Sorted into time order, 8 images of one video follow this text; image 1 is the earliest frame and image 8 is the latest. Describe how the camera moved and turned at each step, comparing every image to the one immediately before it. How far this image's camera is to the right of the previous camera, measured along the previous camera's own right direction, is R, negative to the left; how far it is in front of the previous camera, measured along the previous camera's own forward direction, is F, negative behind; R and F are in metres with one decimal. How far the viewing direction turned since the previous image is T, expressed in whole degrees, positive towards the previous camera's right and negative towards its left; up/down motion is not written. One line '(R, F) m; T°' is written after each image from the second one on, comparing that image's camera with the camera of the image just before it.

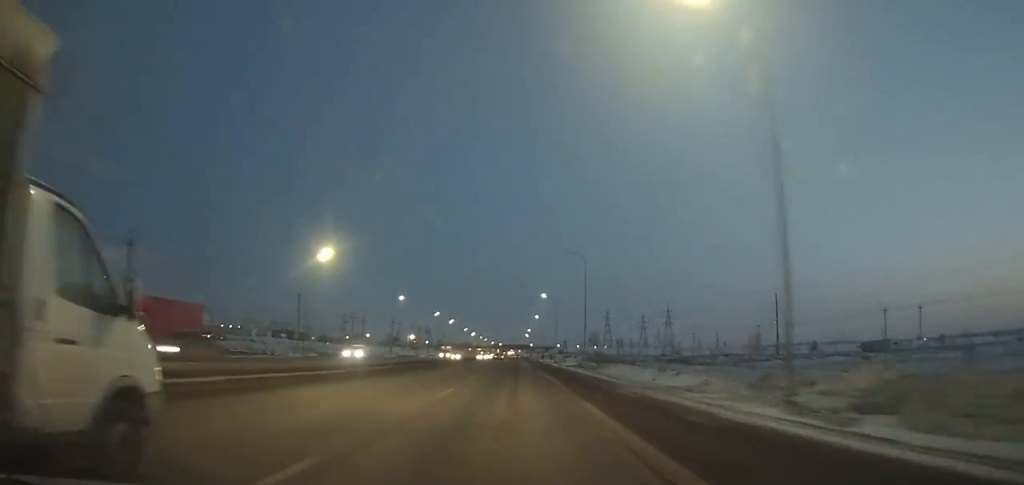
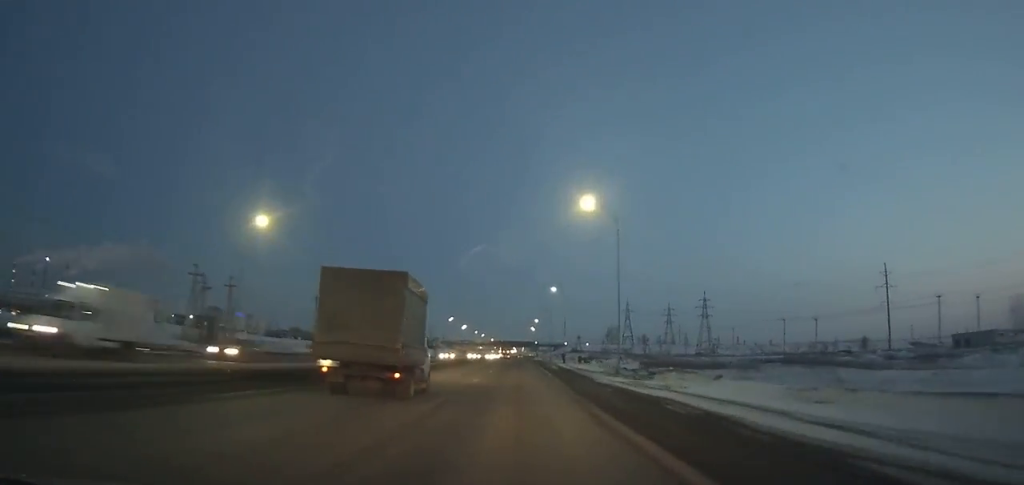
(-0.1, +64.1) m; 0°
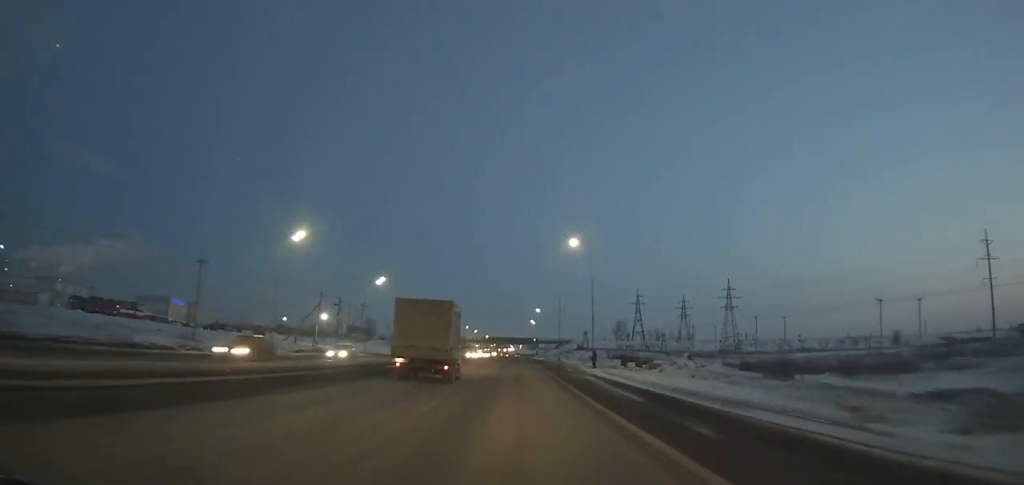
(+0.2, +36.2) m; 0°
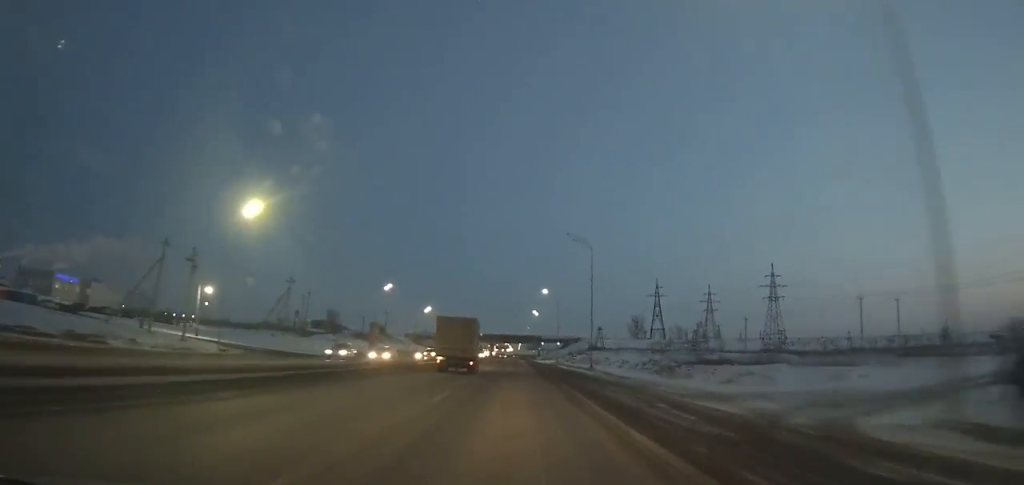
(0.0, +44.5) m; 0°
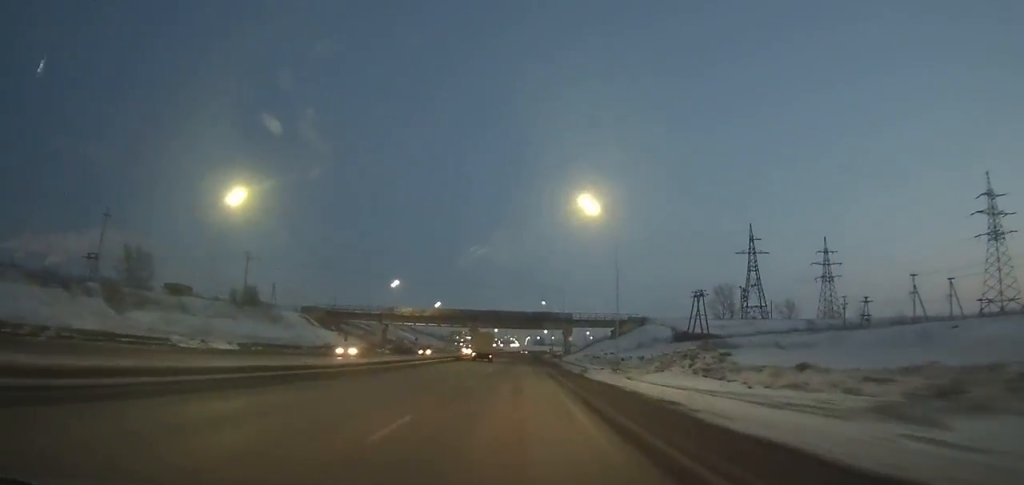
(-1.0, +102.8) m; -1°
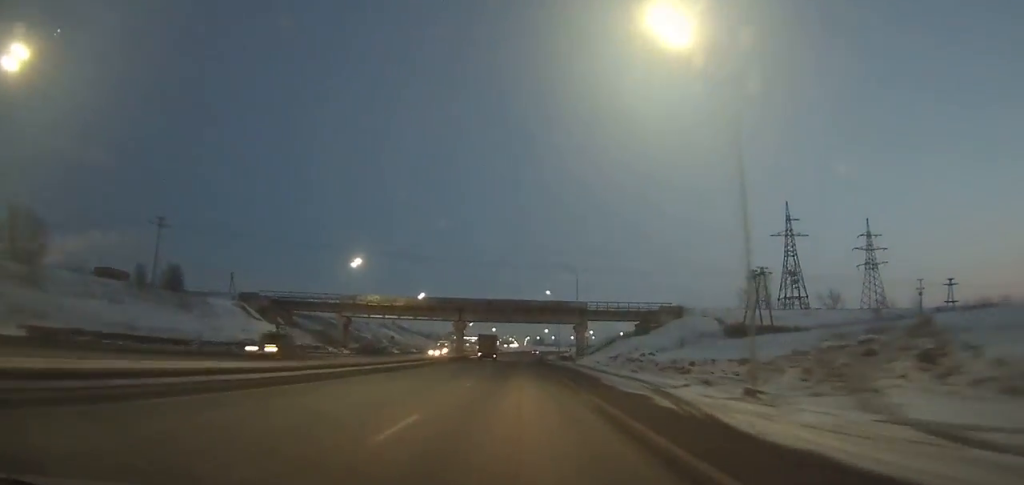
(0.0, +23.3) m; 0°
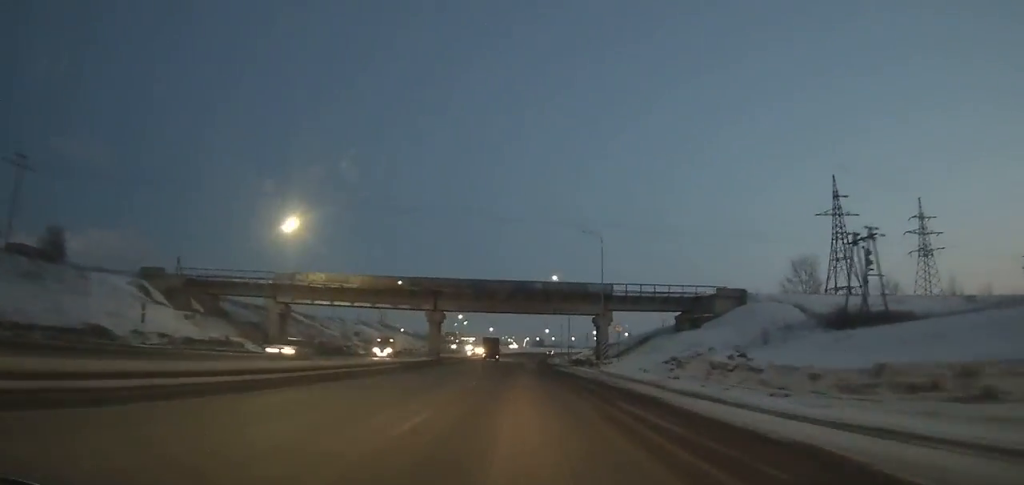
(0.0, +23.1) m; 0°
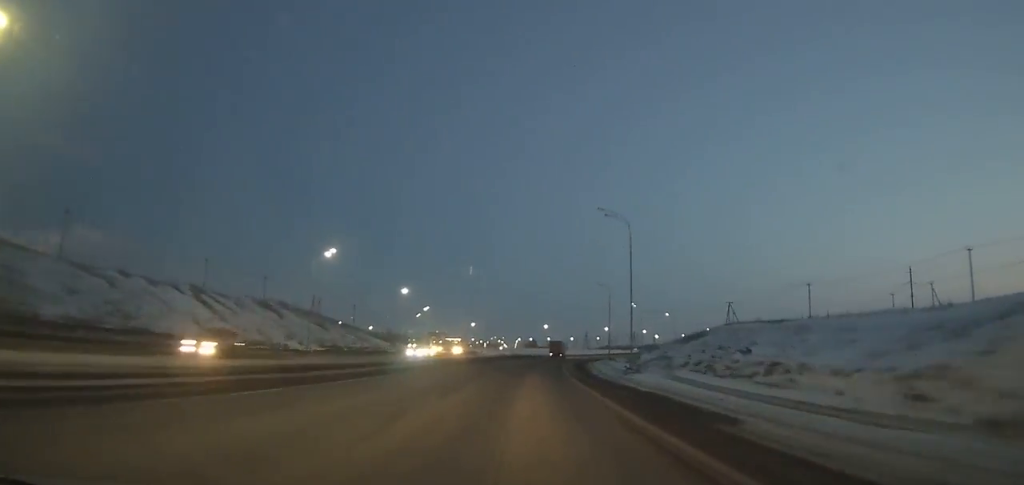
(+1.2, +83.0) m; +4°
